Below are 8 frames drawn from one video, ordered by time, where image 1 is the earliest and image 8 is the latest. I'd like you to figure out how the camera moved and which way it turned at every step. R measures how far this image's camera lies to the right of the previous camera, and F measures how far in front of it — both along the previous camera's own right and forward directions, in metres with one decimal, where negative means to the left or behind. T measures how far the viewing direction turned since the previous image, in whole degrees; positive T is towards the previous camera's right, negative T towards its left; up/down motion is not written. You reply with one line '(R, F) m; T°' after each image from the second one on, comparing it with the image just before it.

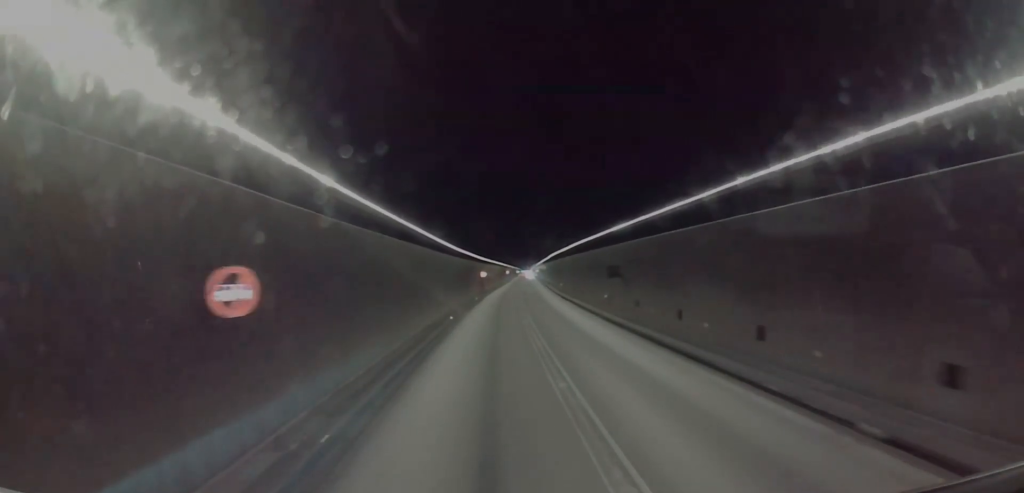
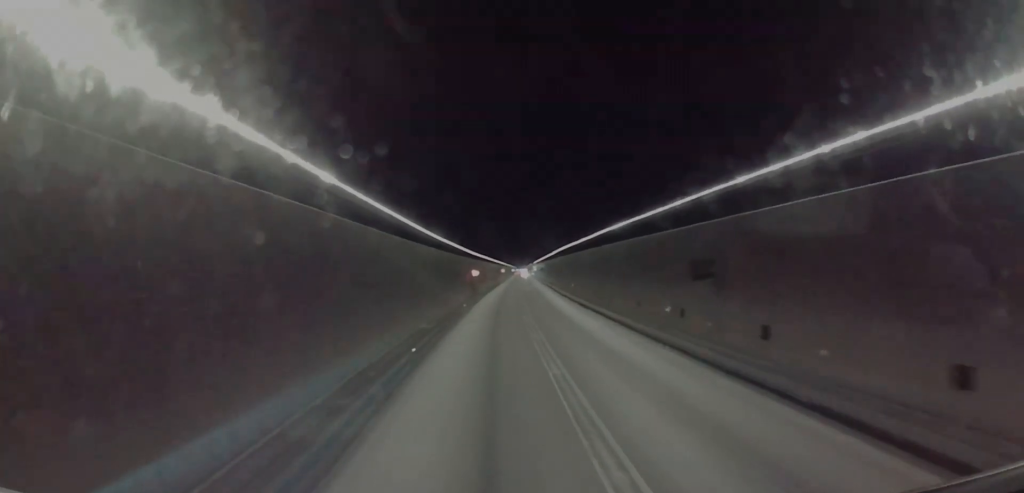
(0.0, +14.6) m; 0°
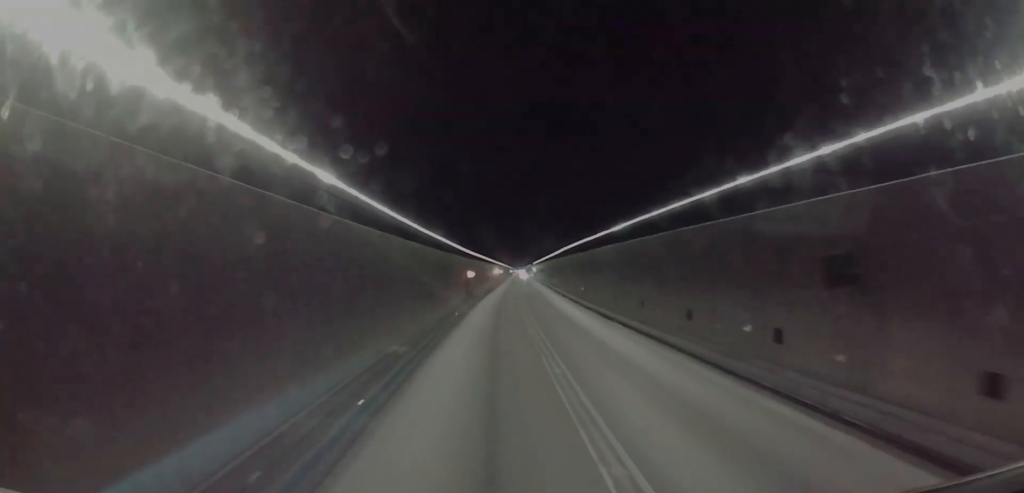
(0.0, +8.3) m; 0°
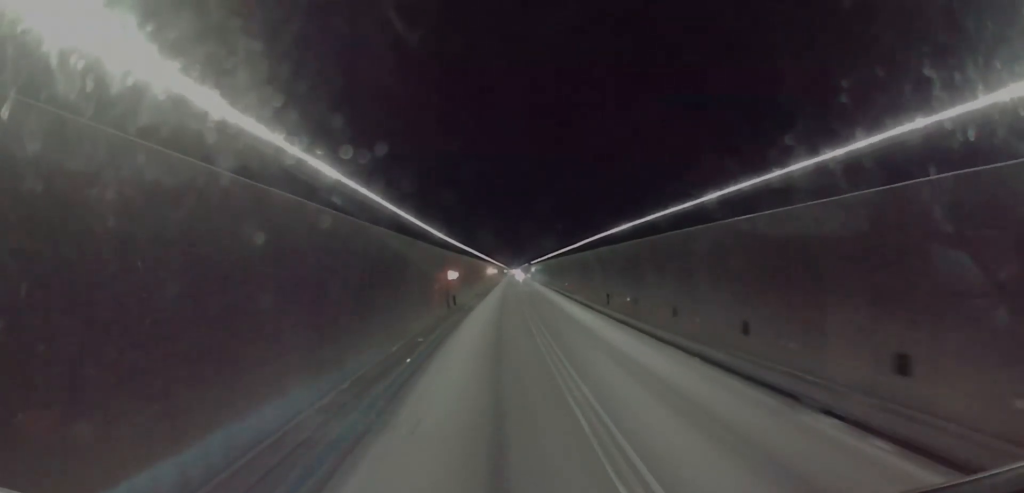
(+0.2, +20.1) m; +1°
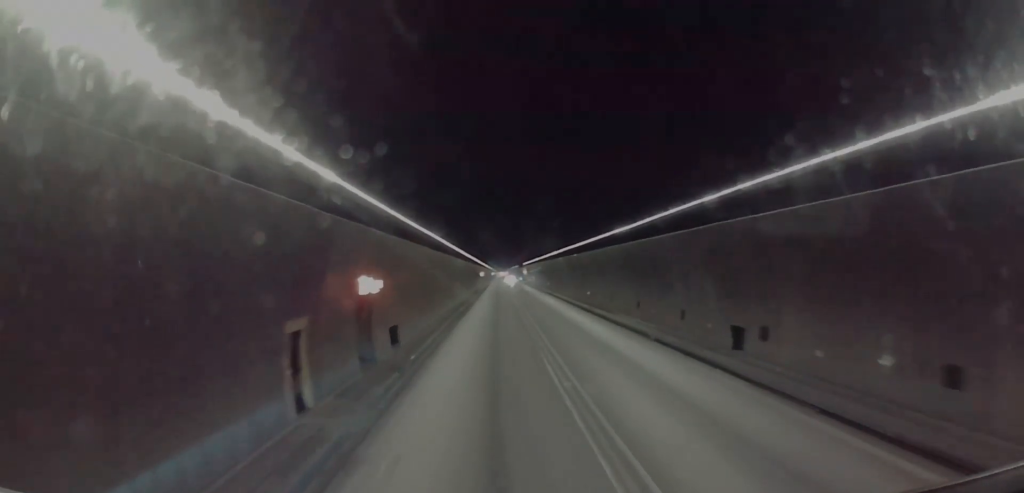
(+0.1, +24.5) m; 0°
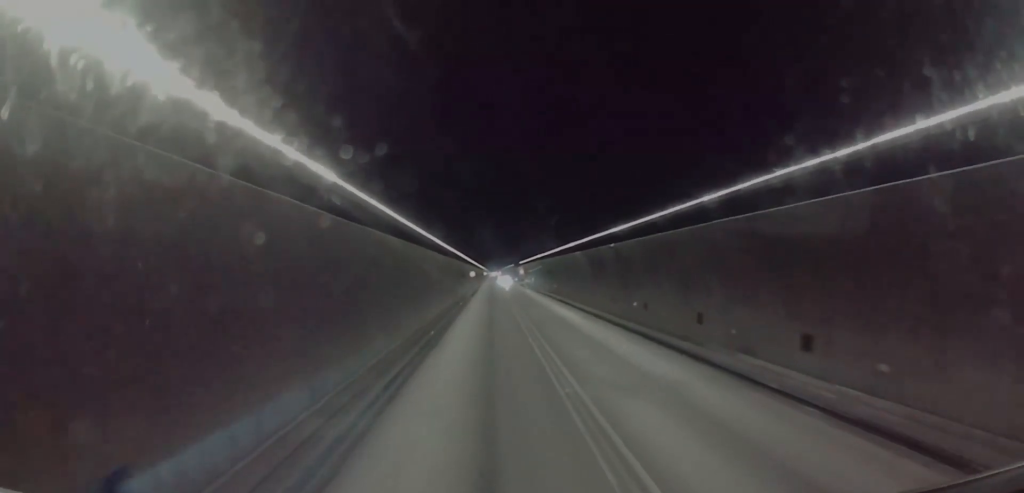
(+0.1, +18.4) m; +1°
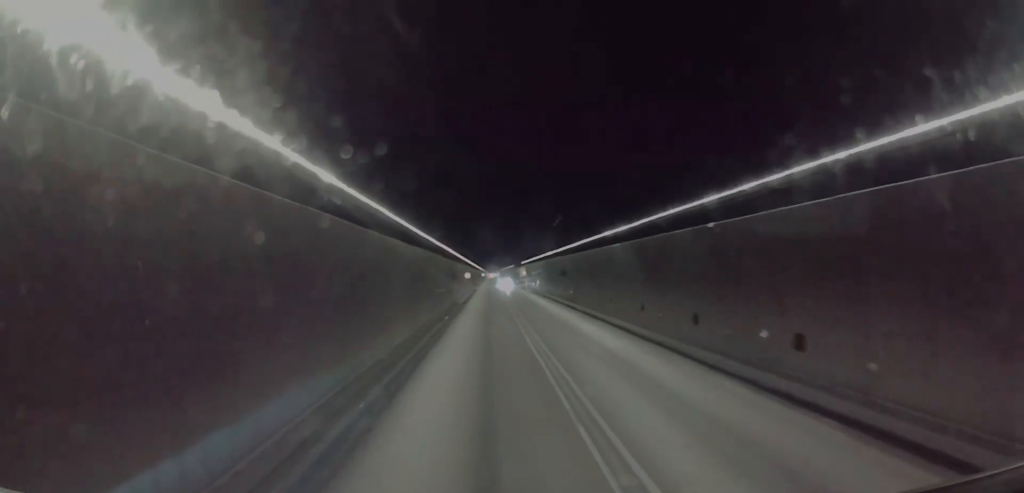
(+0.2, +15.6) m; +1°
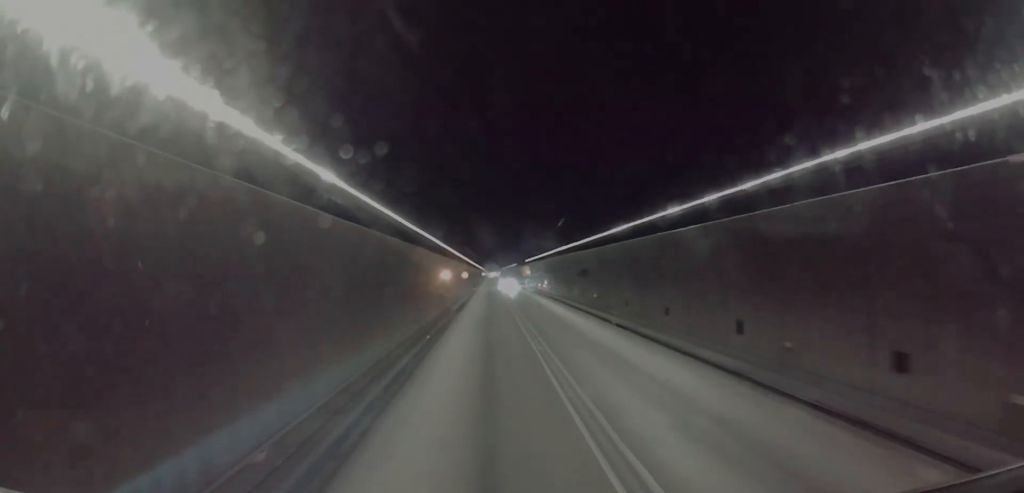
(+0.1, +12.4) m; -1°
